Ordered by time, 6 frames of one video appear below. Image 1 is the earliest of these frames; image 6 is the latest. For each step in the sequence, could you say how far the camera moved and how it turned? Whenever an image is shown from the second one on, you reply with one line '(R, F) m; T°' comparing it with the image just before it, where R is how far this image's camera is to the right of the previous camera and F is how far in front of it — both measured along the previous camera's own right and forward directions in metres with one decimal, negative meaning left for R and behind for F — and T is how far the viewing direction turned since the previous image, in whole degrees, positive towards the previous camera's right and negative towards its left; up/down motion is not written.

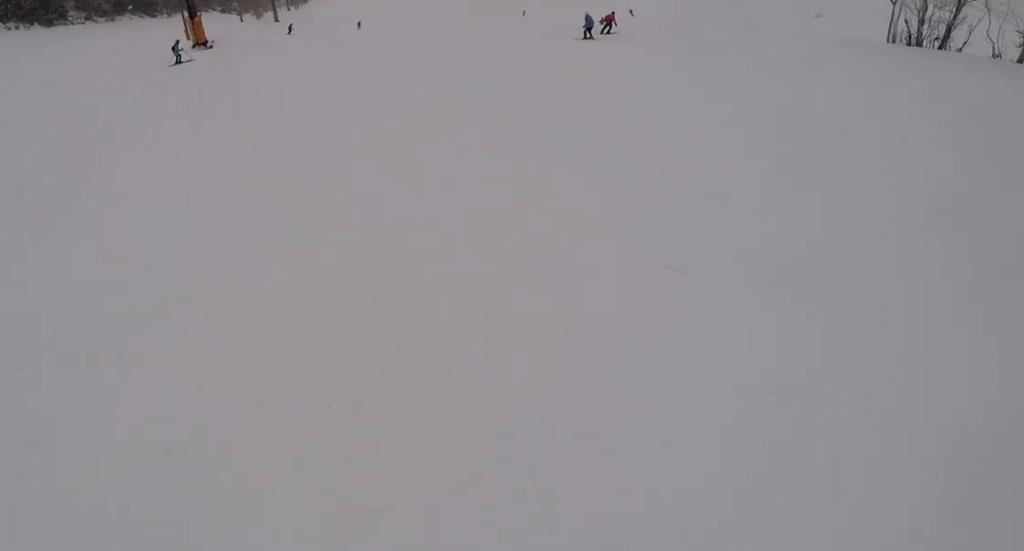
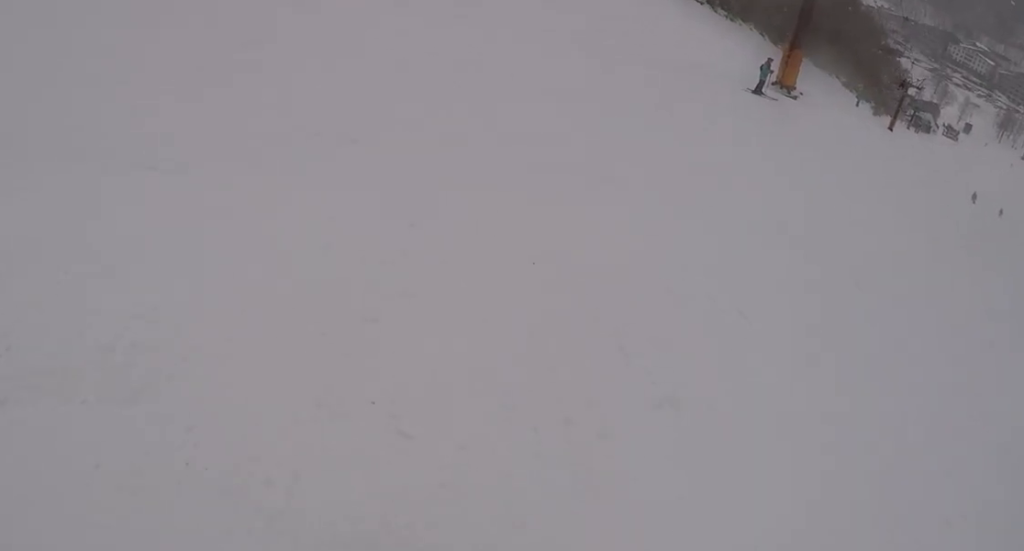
(-1.9, +12.2) m; -23°
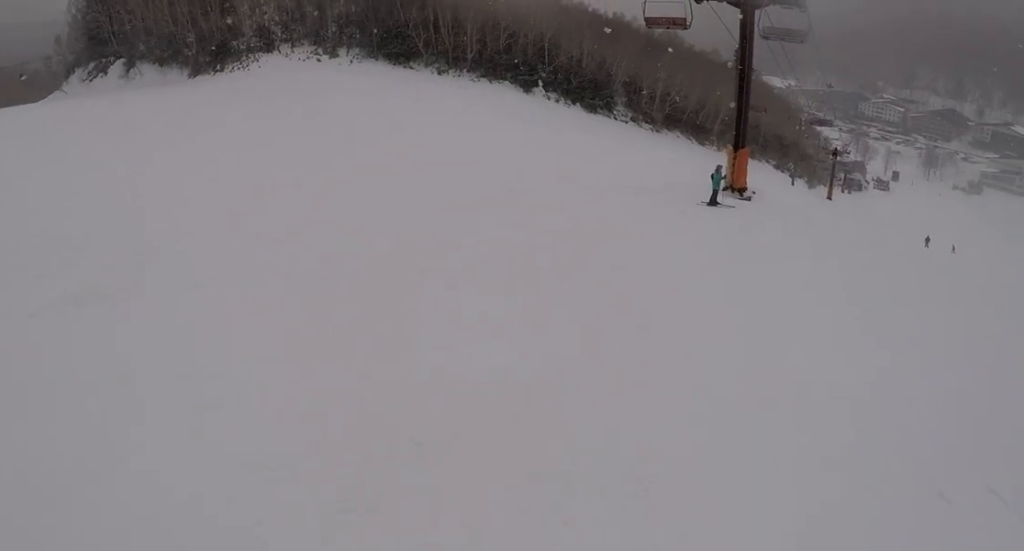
(-0.7, +3.6) m; +2°
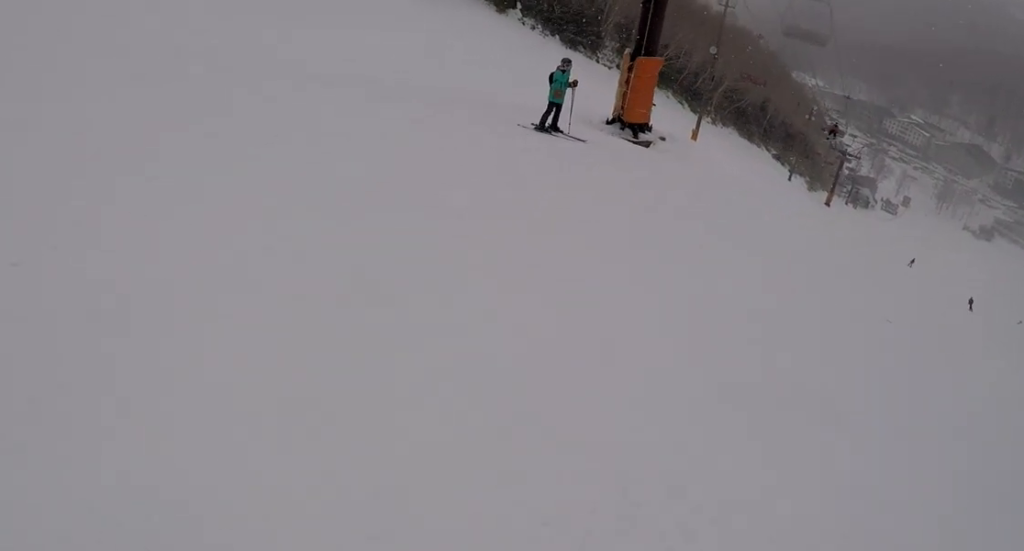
(+3.9, +13.0) m; -3°
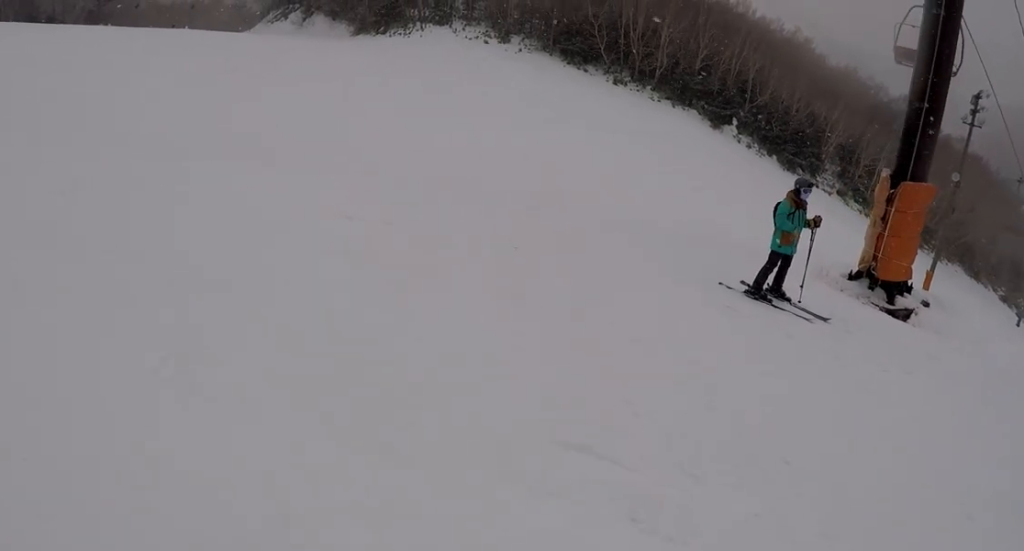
(-2.1, +5.3) m; -23°
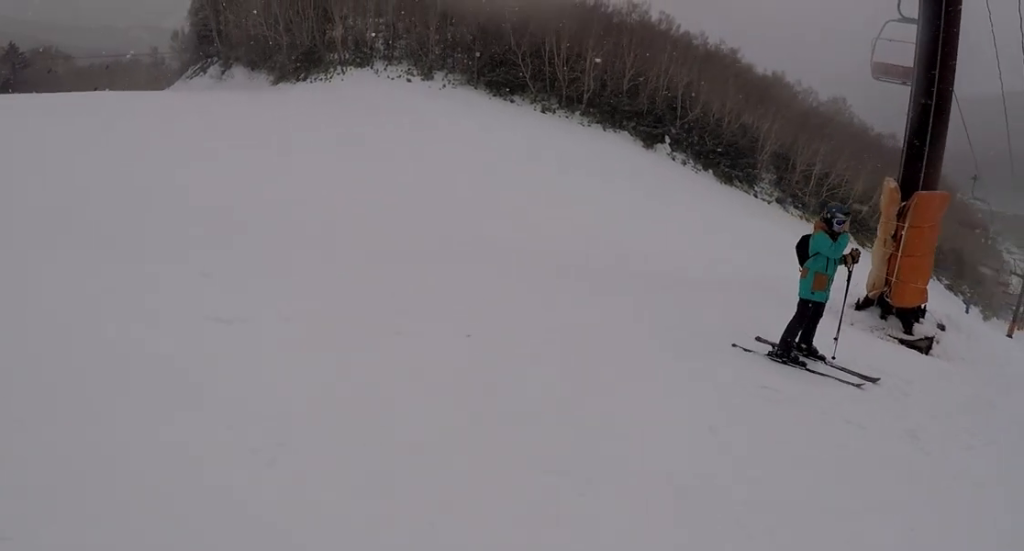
(-0.2, +2.2) m; +1°
